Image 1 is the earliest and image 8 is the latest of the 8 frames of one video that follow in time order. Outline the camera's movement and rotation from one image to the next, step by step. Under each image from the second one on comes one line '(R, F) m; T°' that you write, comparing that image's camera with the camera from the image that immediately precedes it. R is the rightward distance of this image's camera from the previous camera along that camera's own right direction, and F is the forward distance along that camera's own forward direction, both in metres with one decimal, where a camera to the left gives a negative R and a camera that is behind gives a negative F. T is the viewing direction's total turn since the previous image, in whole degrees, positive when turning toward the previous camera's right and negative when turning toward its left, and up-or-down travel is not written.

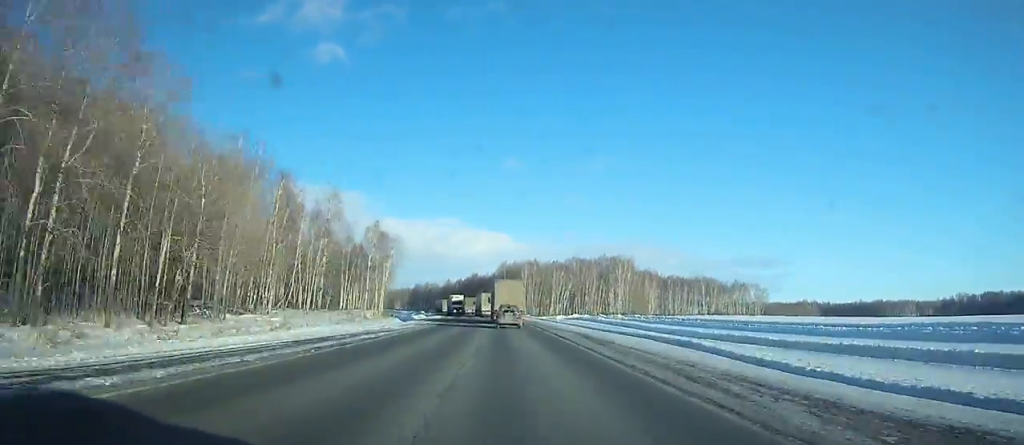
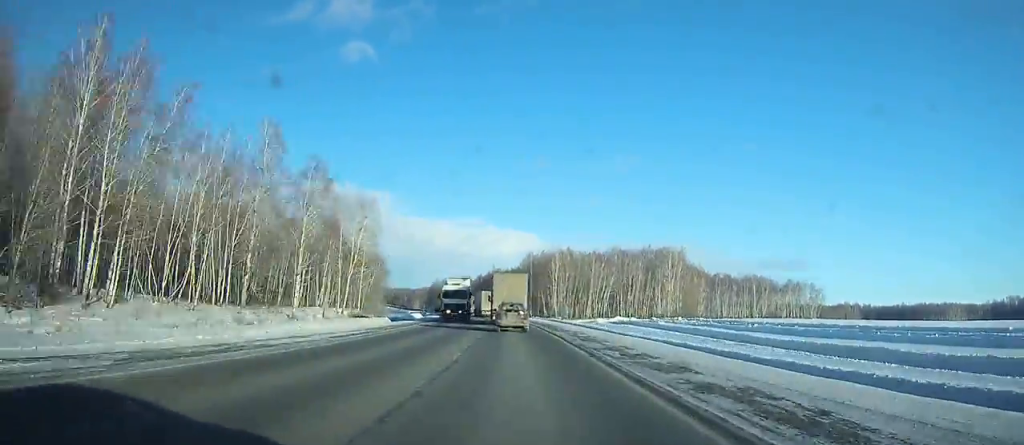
(-0.6, +36.1) m; -2°
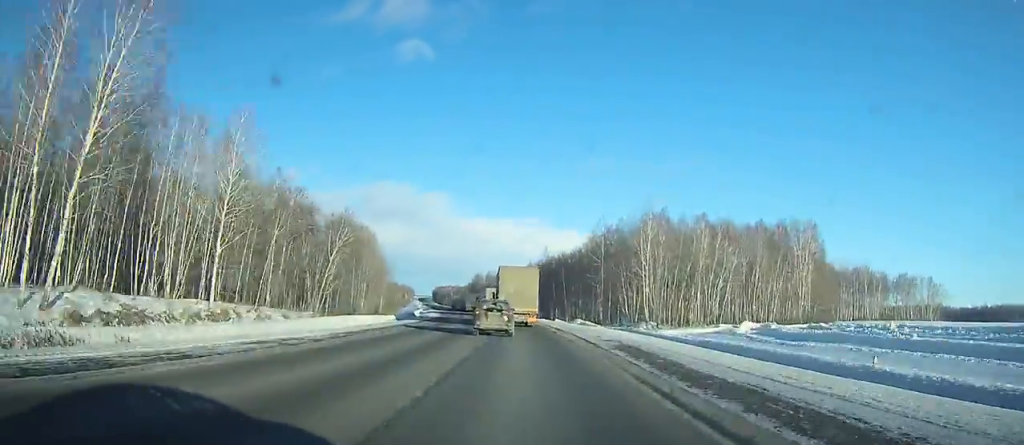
(-0.4, +59.9) m; -4°
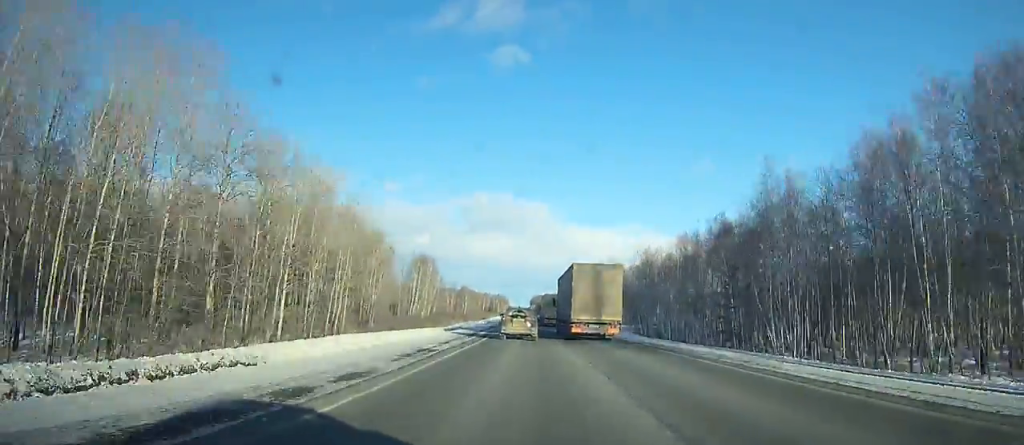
(-9.0, +94.7) m; -8°
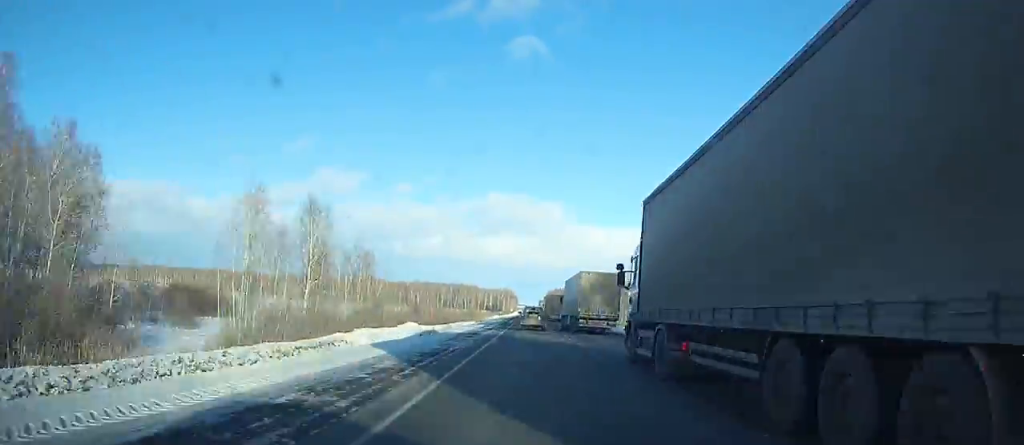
(-6.6, +138.4) m; -3°
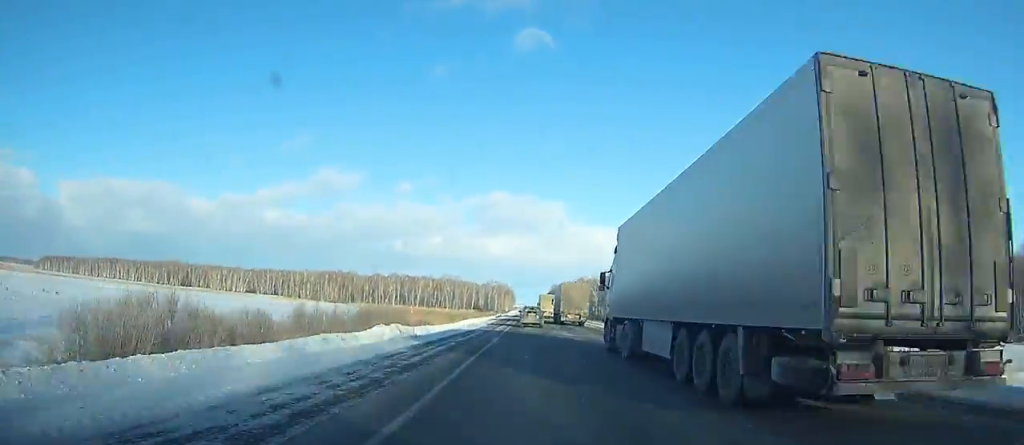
(-0.4, +99.9) m; 0°
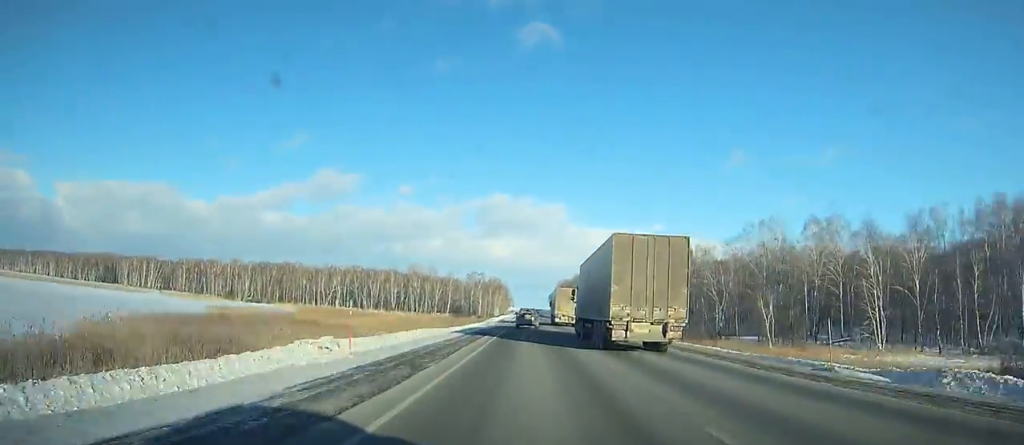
(+0.6, +112.6) m; 0°
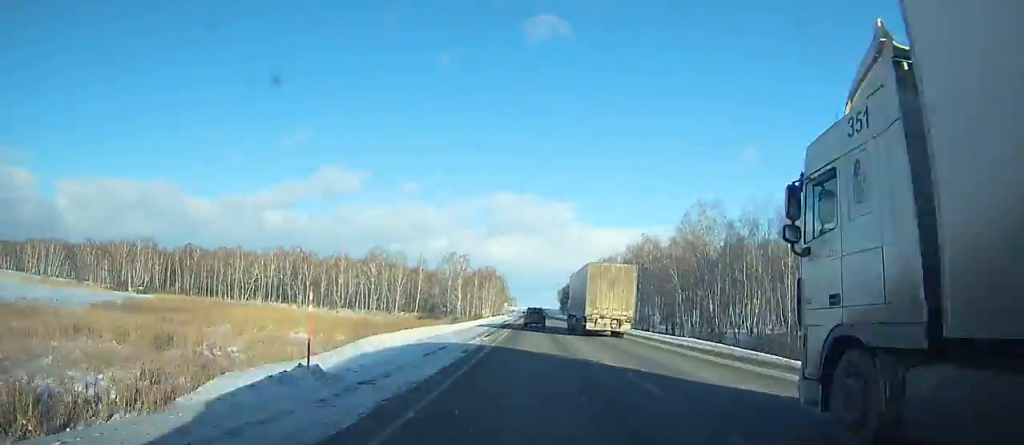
(0.0, +82.9) m; 0°
